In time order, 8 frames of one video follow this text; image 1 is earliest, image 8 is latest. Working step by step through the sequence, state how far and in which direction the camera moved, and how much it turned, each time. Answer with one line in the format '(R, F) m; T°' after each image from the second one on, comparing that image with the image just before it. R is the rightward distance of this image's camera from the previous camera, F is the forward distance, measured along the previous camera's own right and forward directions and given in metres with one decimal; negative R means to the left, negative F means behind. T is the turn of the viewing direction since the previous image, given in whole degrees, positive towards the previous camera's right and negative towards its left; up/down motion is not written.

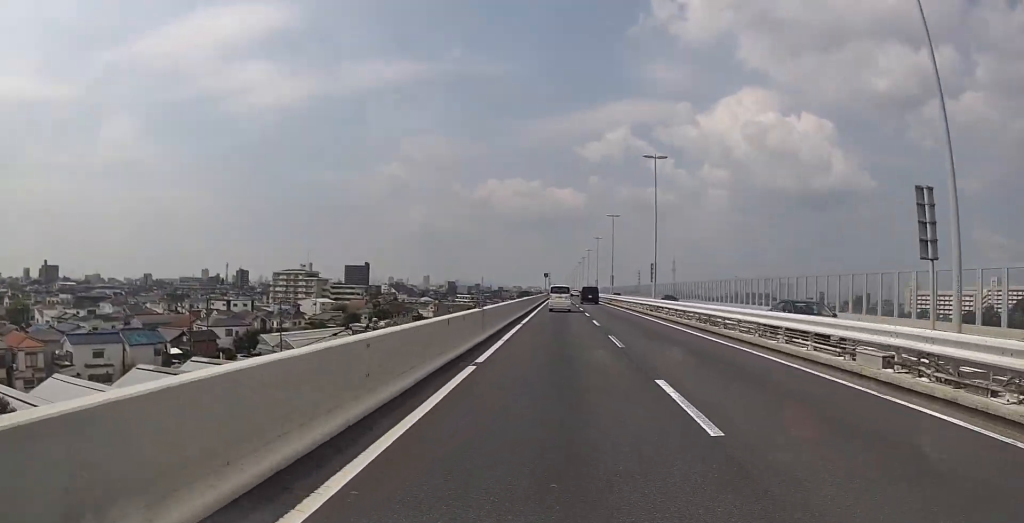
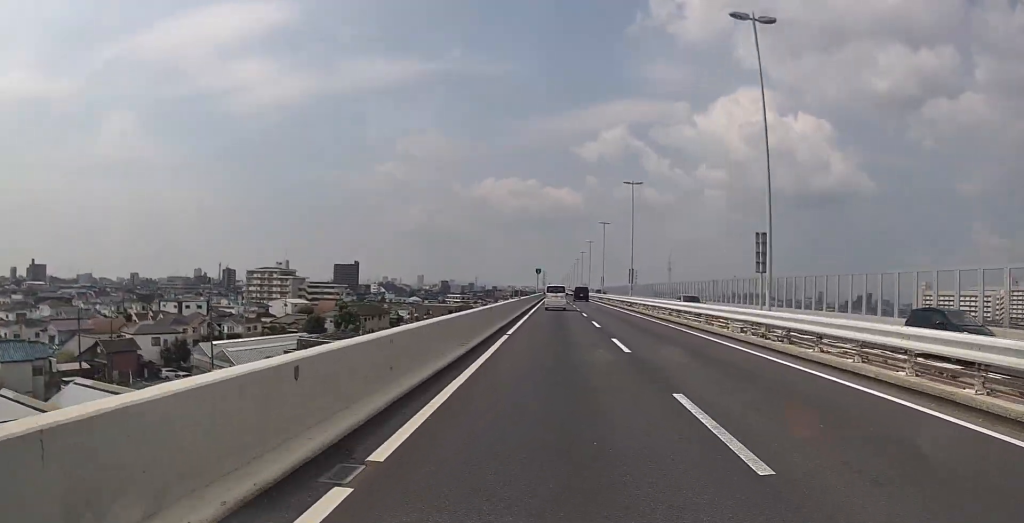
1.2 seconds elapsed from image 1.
(-0.3, +21.5) m; -1°
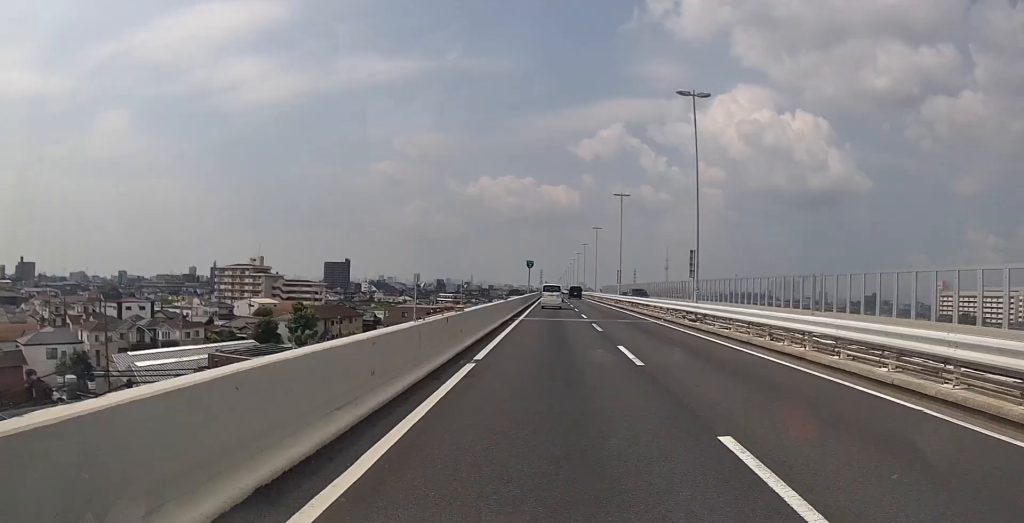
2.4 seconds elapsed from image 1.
(0.0, +22.2) m; 0°
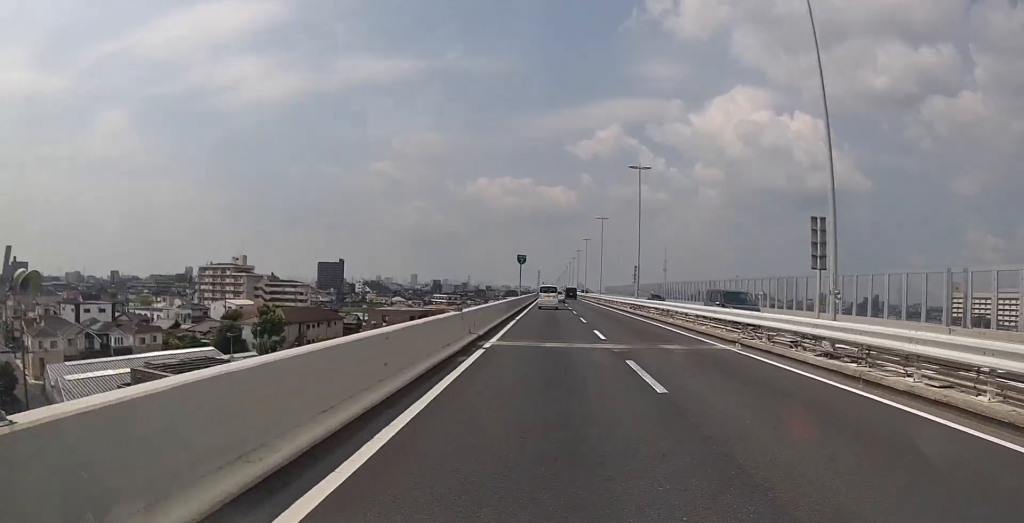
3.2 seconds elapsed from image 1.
(0.0, +13.1) m; 0°
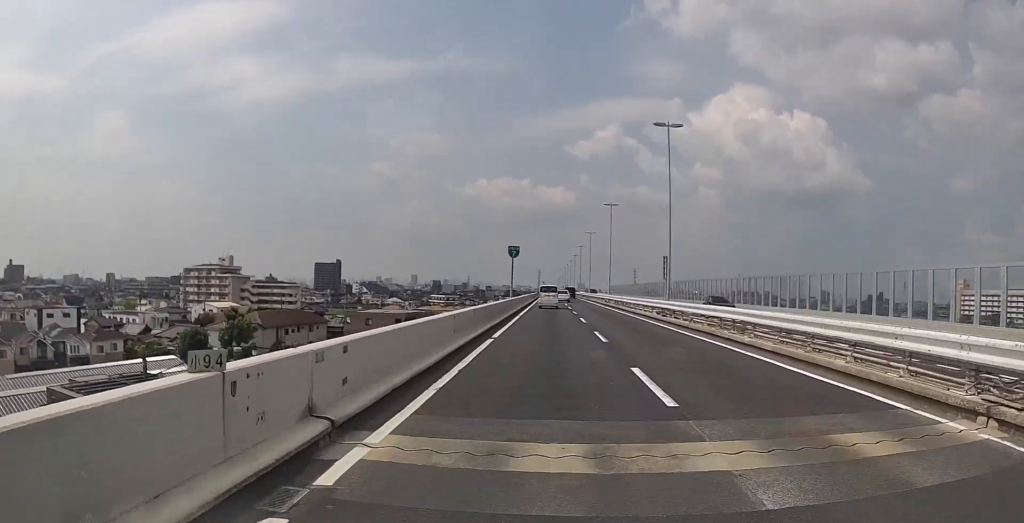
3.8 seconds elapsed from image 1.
(0.0, +11.3) m; 0°
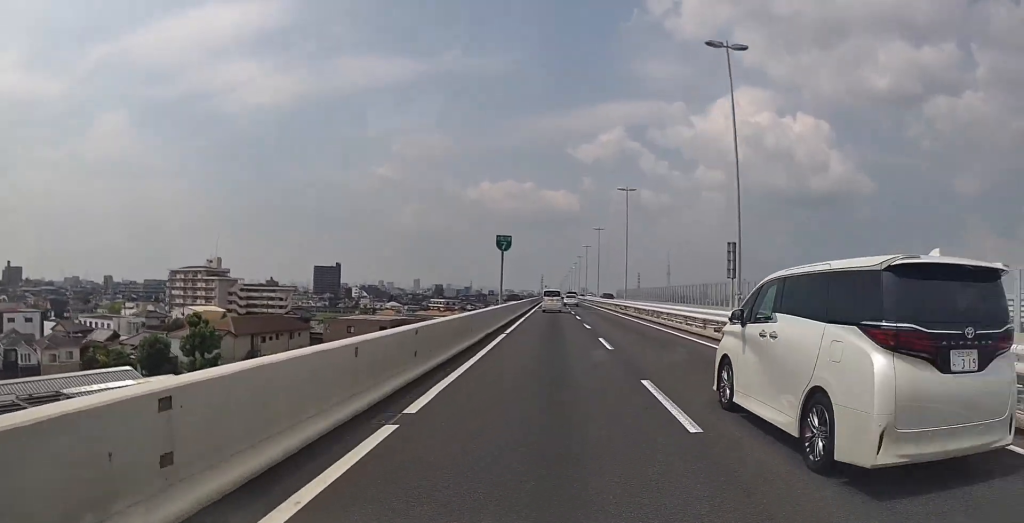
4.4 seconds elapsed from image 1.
(0.0, +11.2) m; +1°
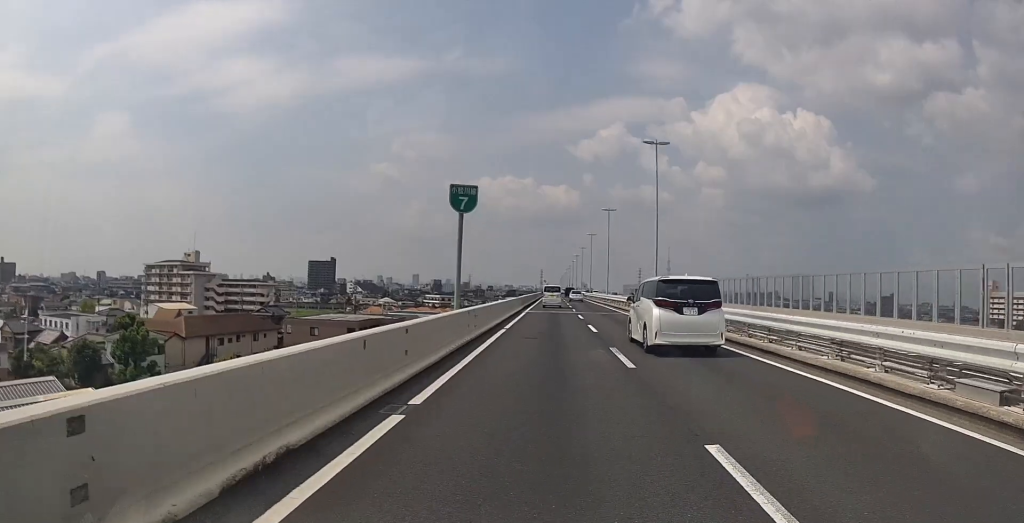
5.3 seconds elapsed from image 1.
(+0.2, +14.7) m; +1°
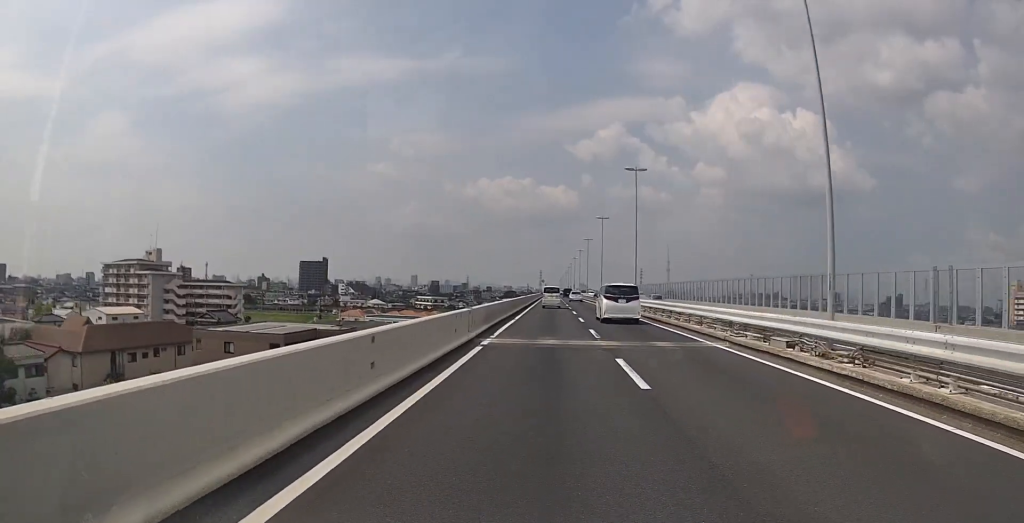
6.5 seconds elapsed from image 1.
(+0.1, +21.2) m; -1°
